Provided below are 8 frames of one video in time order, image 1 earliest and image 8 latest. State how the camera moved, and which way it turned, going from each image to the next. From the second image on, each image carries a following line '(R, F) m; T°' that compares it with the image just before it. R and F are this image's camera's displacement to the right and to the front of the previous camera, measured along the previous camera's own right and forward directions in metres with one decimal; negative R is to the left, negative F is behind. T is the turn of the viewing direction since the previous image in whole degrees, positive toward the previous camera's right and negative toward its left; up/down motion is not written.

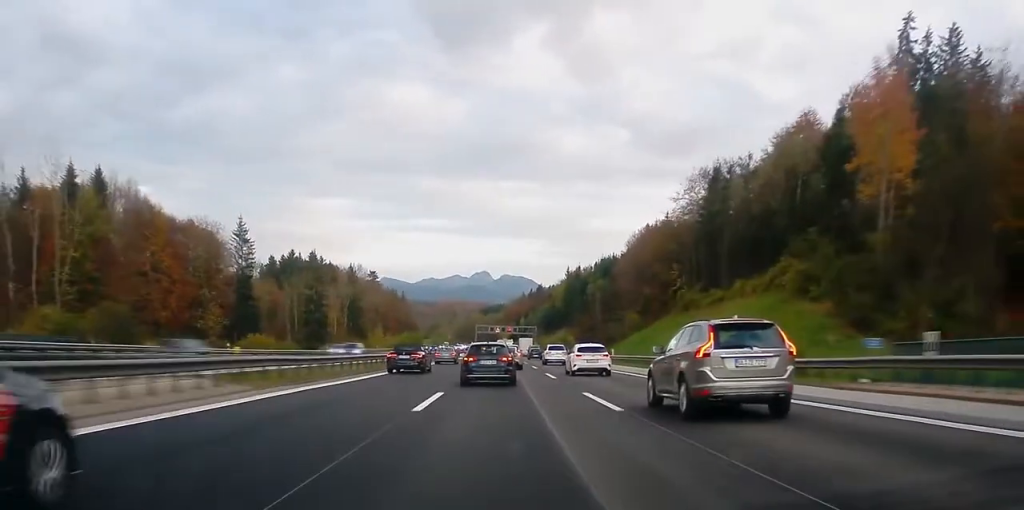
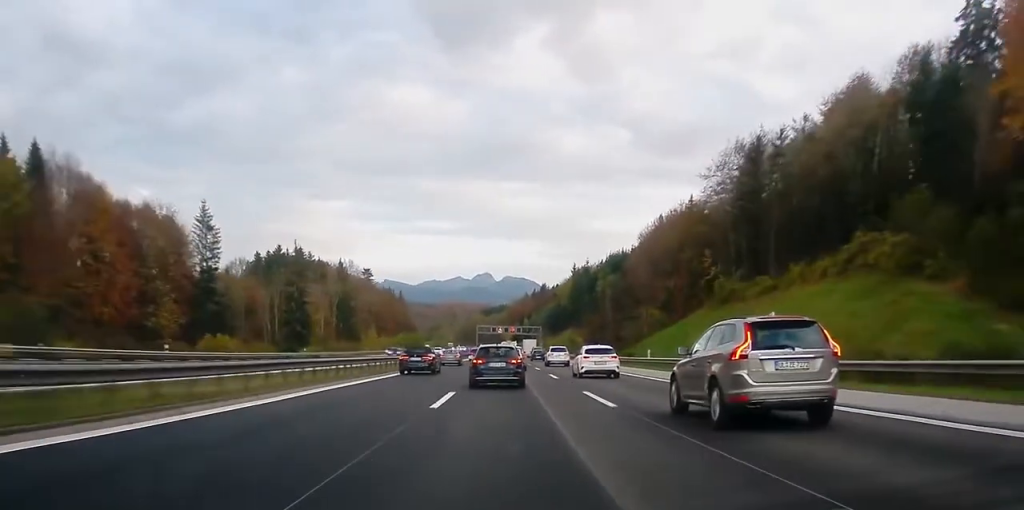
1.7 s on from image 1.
(0.0, +16.1) m; 0°
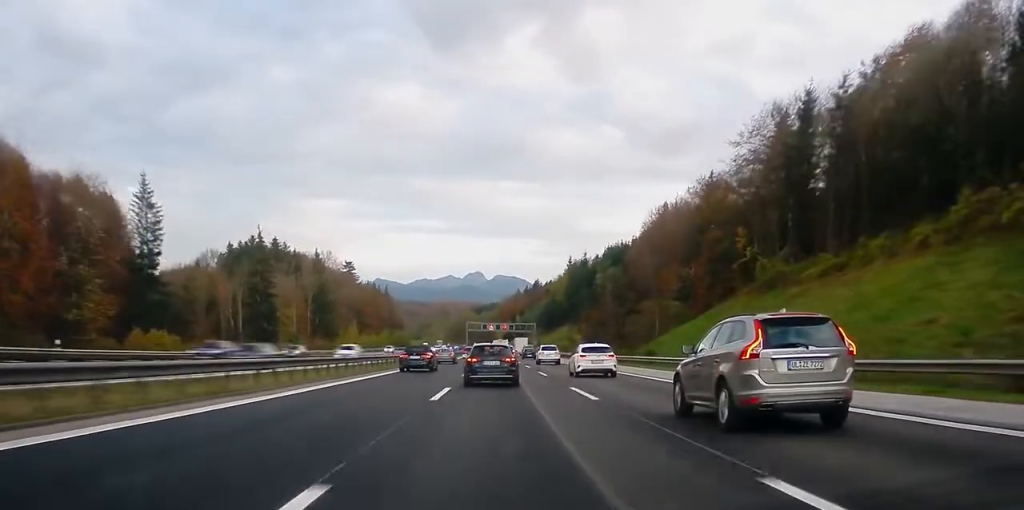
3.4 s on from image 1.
(0.0, +16.4) m; 0°
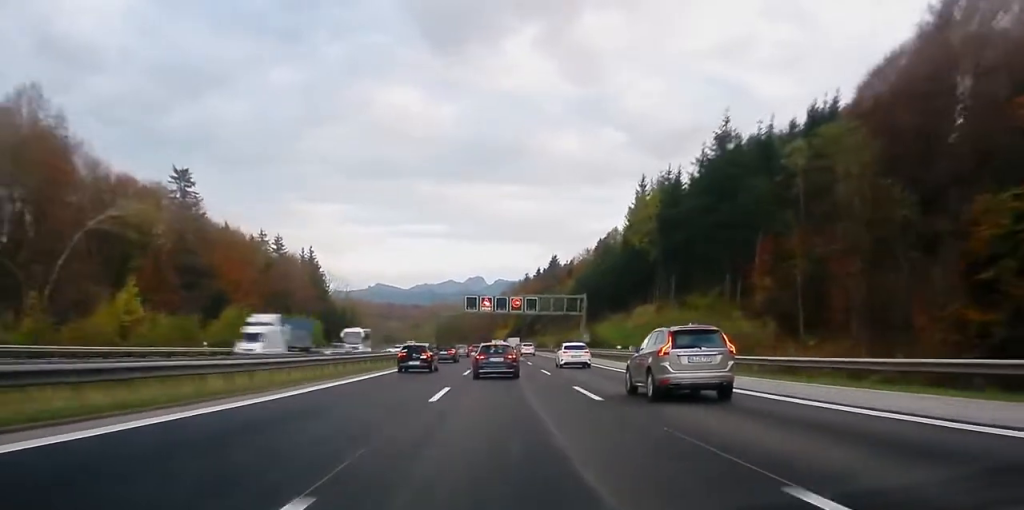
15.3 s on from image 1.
(+0.9, +131.5) m; +1°
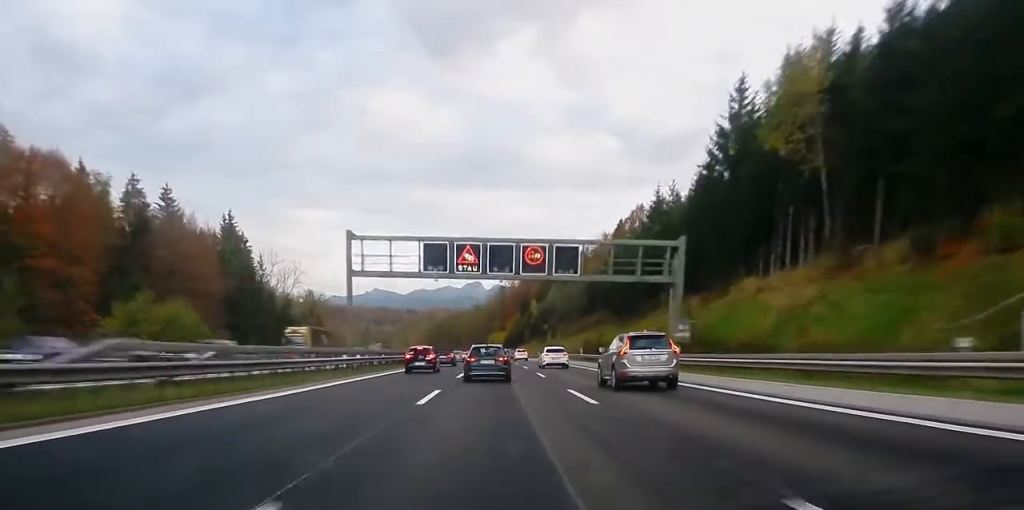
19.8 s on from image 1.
(+0.2, +56.2) m; 0°
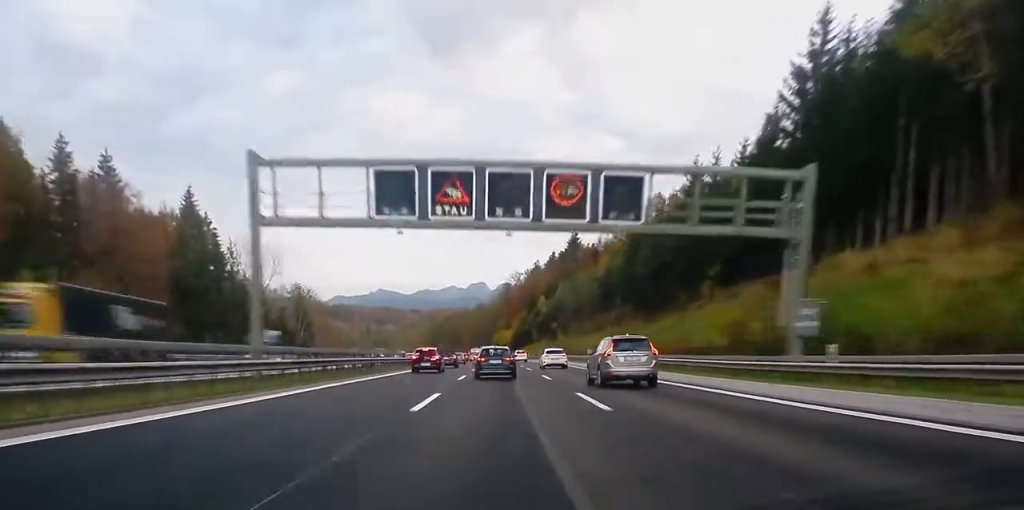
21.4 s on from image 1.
(-0.1, +20.5) m; 0°
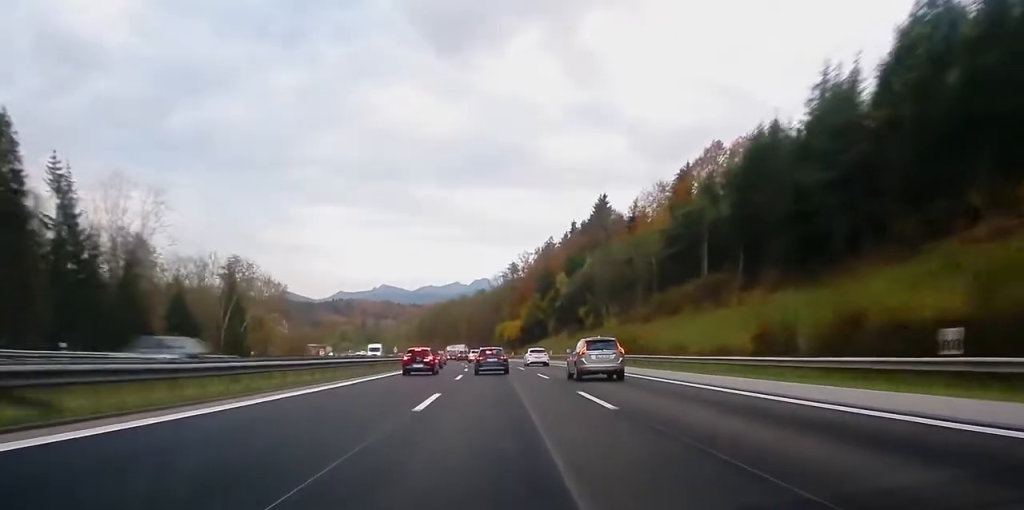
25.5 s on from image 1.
(-0.4, +55.0) m; -1°
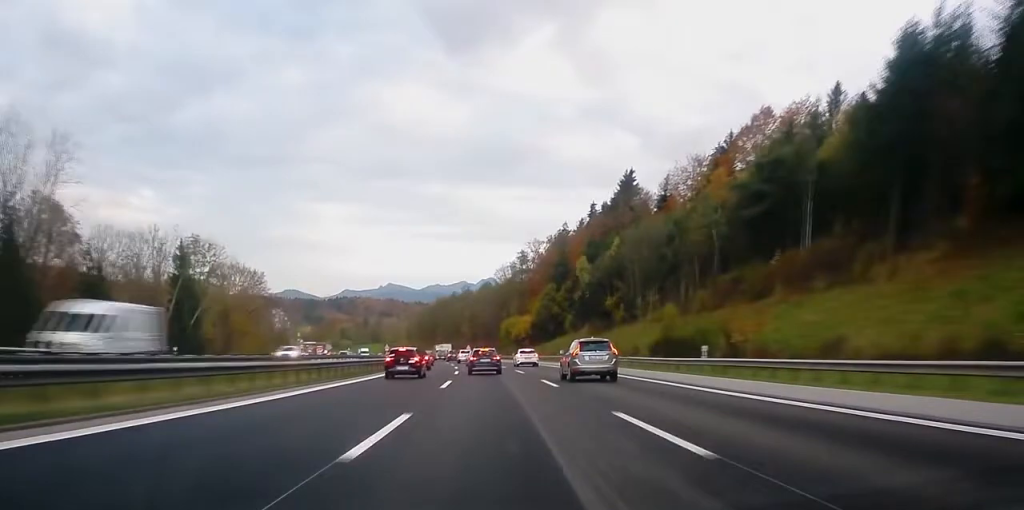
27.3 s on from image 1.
(+0.1, +24.8) m; -1°
